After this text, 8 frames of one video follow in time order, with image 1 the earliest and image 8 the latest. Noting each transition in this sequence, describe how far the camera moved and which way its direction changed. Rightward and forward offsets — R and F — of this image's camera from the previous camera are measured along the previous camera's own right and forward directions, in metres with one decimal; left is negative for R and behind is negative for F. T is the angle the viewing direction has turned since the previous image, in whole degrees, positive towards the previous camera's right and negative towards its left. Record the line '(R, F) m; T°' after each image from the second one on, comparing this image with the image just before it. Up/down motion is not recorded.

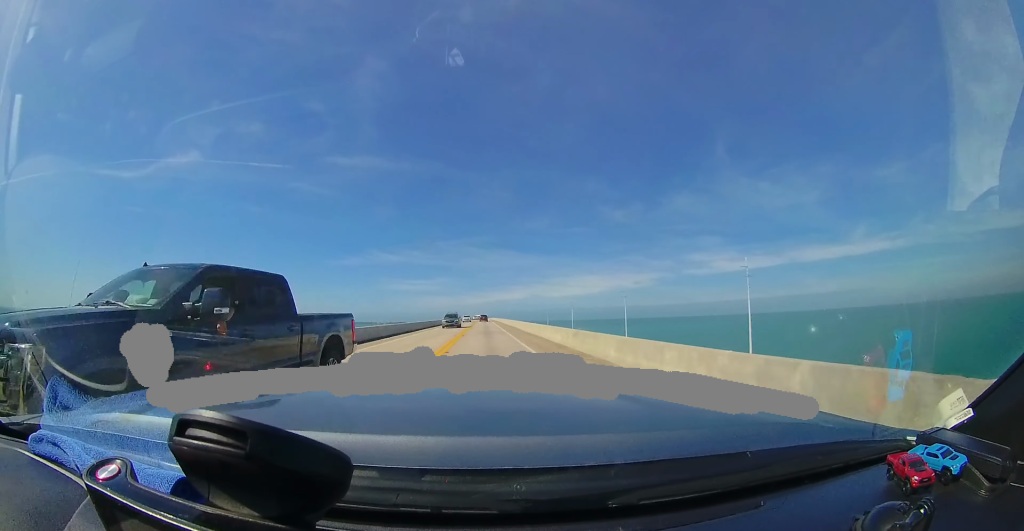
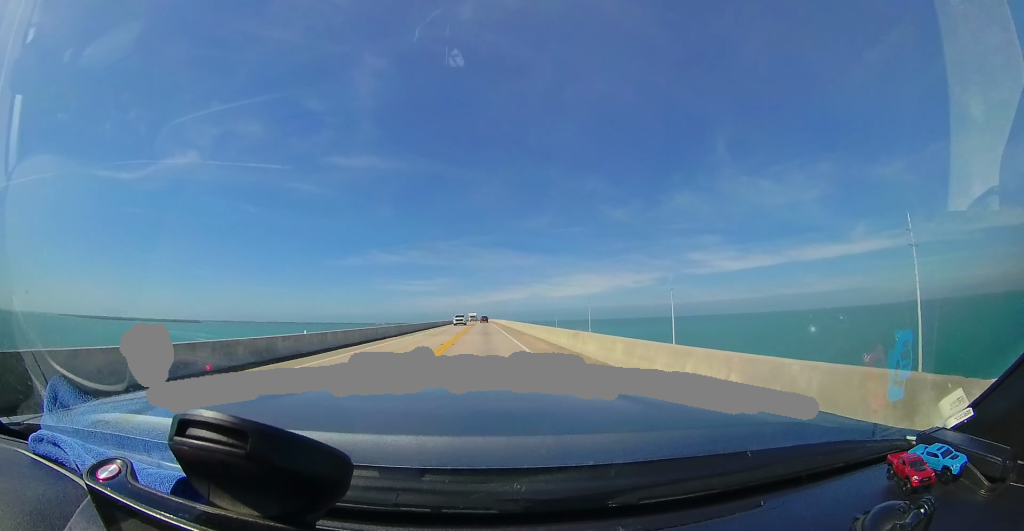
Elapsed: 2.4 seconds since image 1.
(0.0, +52.1) m; 0°
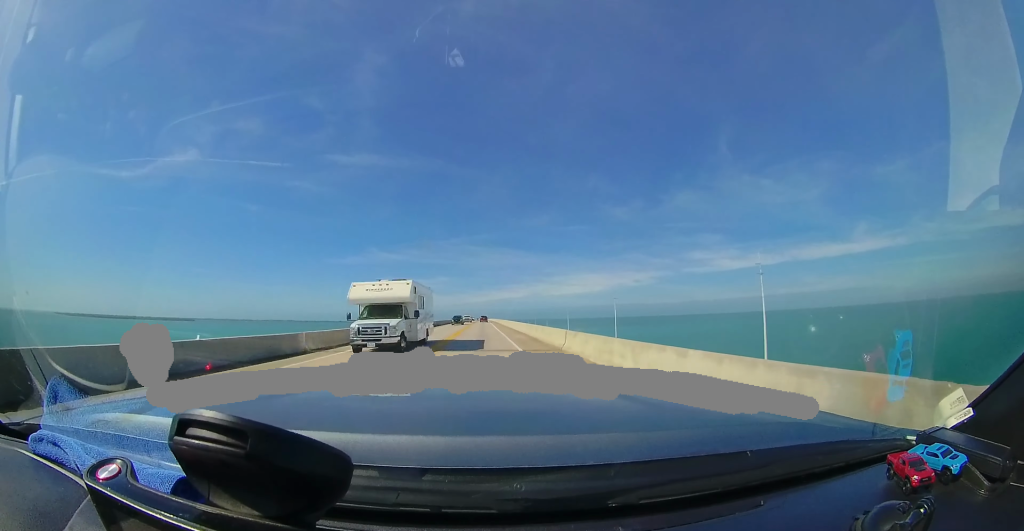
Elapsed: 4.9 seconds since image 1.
(+0.2, +54.8) m; 0°
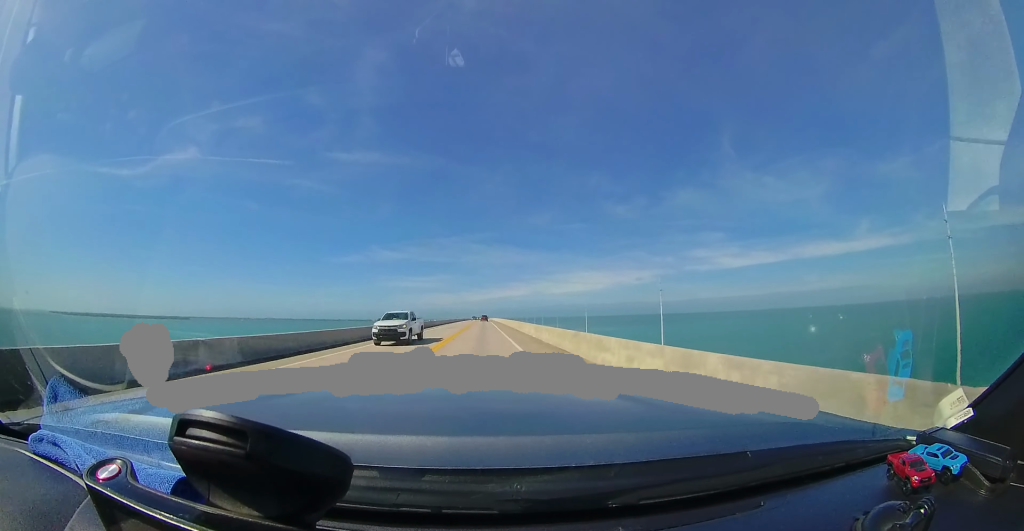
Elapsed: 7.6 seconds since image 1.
(-0.3, +57.3) m; 0°
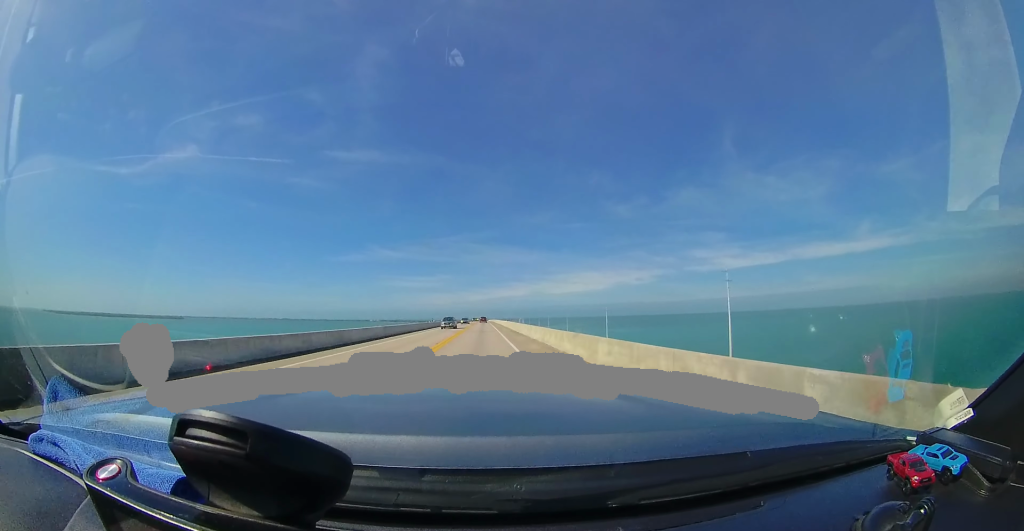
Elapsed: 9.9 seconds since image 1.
(-0.2, +48.6) m; 0°
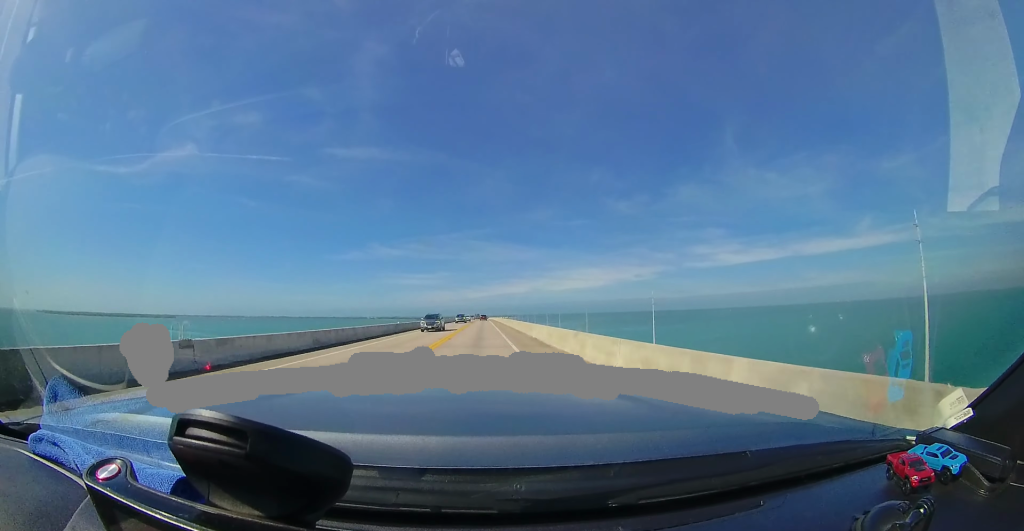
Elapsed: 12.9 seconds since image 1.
(+0.3, +65.3) m; 0°
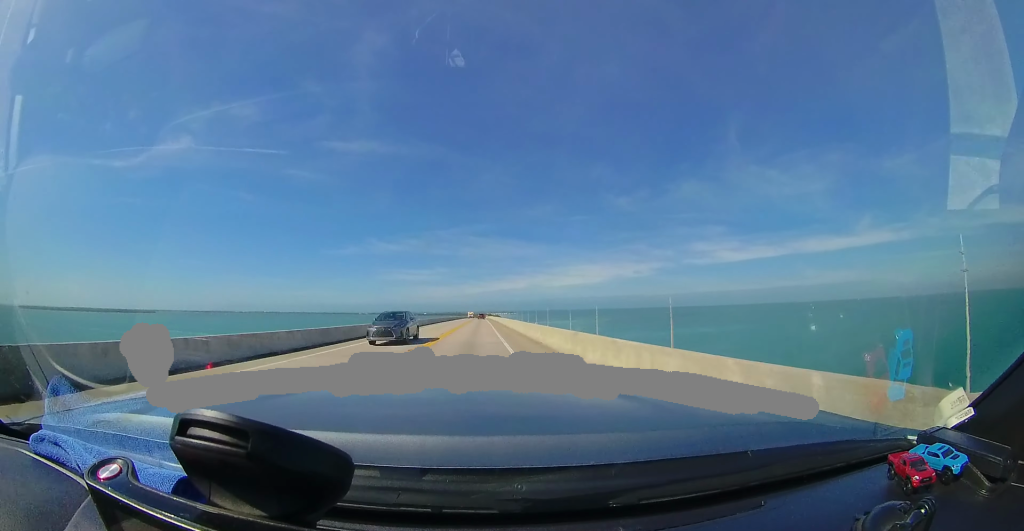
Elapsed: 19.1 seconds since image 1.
(-0.3, +126.9) m; 0°
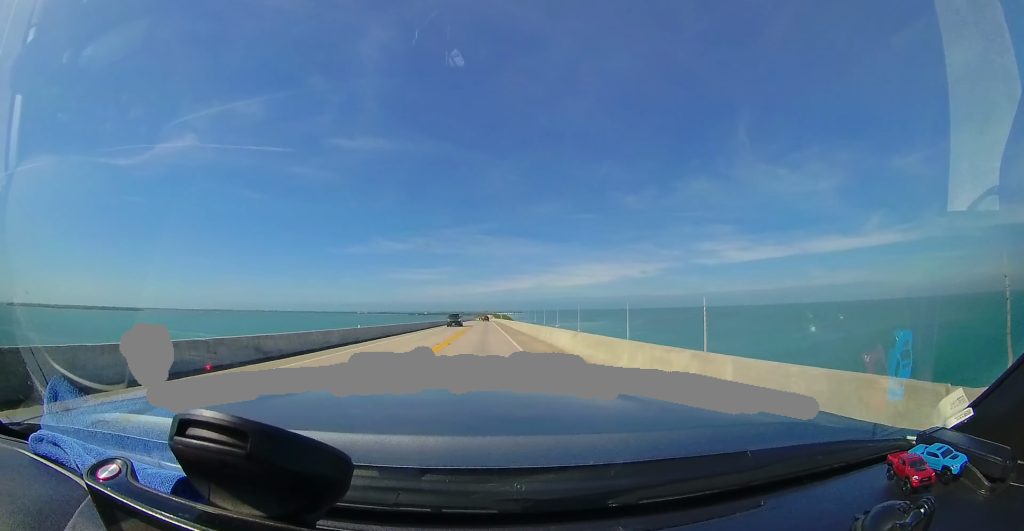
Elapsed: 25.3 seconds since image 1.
(+0.5, +123.0) m; 0°
